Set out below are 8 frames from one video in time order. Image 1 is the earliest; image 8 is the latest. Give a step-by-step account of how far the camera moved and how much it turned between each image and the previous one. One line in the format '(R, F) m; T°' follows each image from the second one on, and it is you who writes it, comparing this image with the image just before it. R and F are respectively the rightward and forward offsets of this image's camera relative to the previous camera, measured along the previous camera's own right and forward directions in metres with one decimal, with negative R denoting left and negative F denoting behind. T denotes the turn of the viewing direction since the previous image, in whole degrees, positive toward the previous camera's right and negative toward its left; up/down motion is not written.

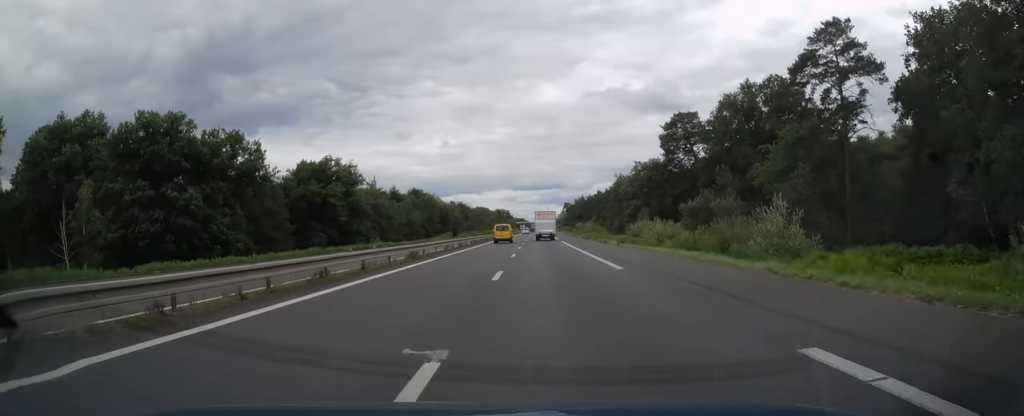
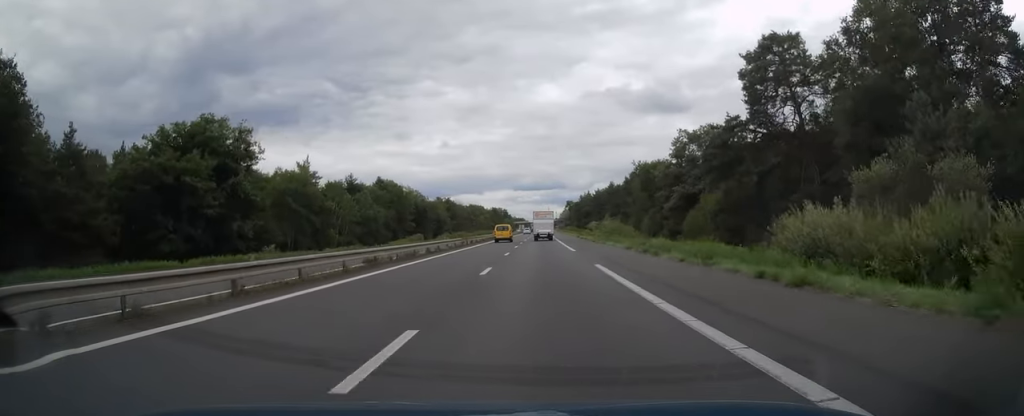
(0.0, +37.1) m; 0°
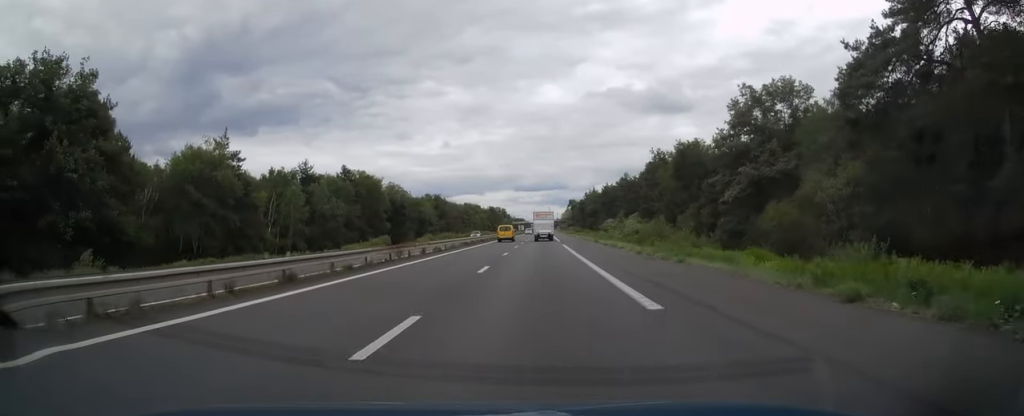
(0.0, +24.9) m; 0°
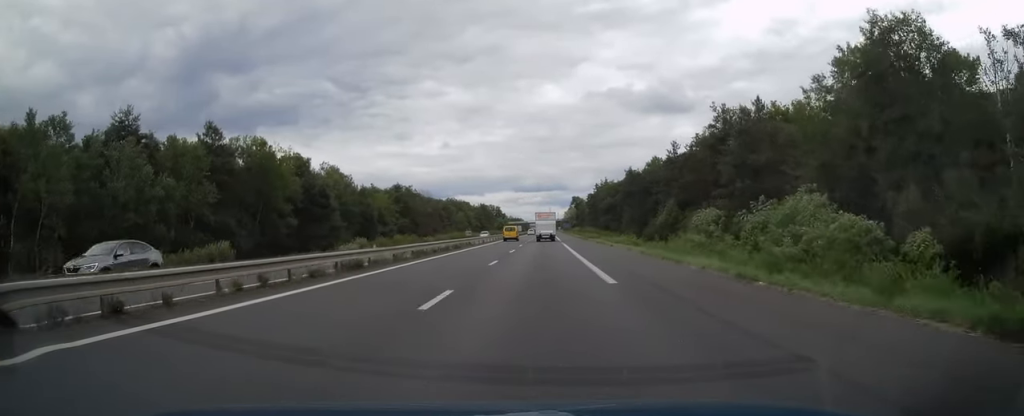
(0.0, +47.7) m; 0°
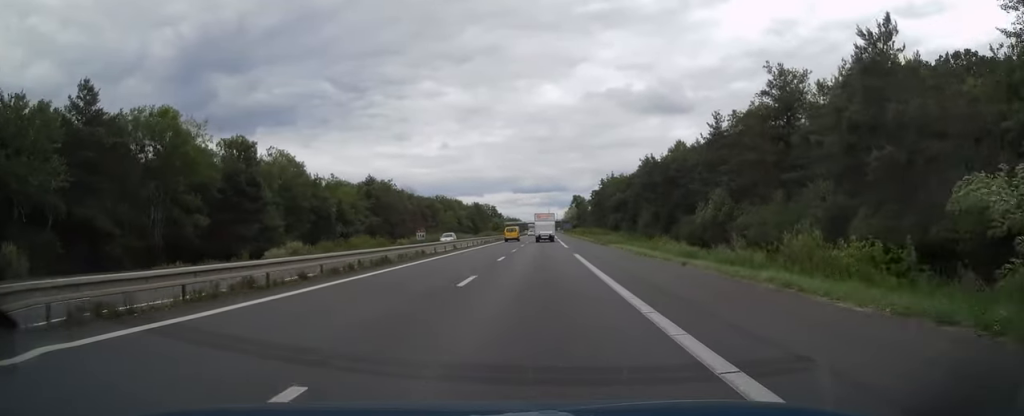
(0.0, +21.4) m; 0°
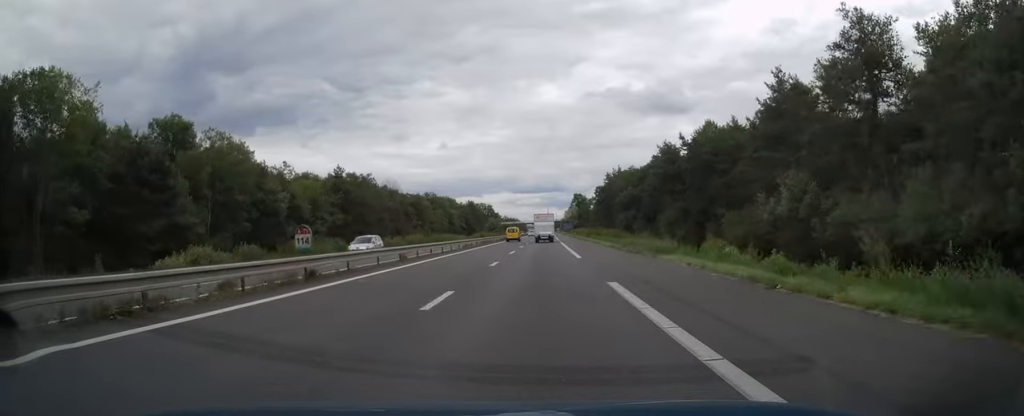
(0.0, +17.4) m; 0°
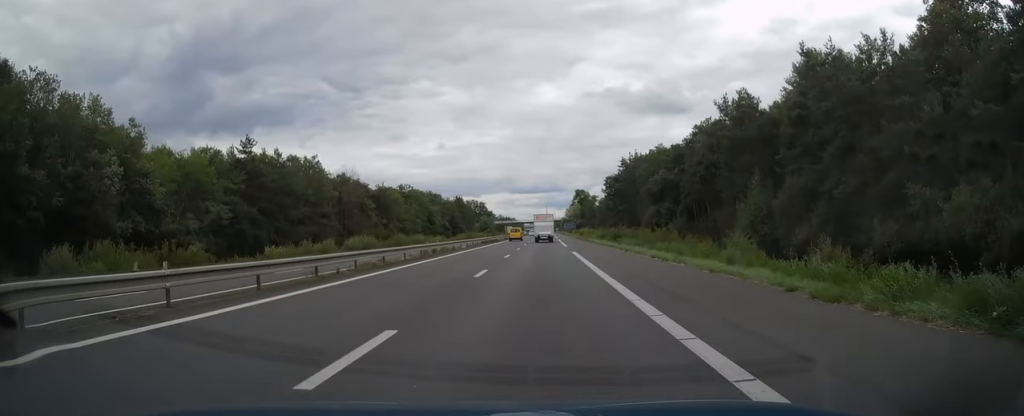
(0.0, +31.3) m; 0°
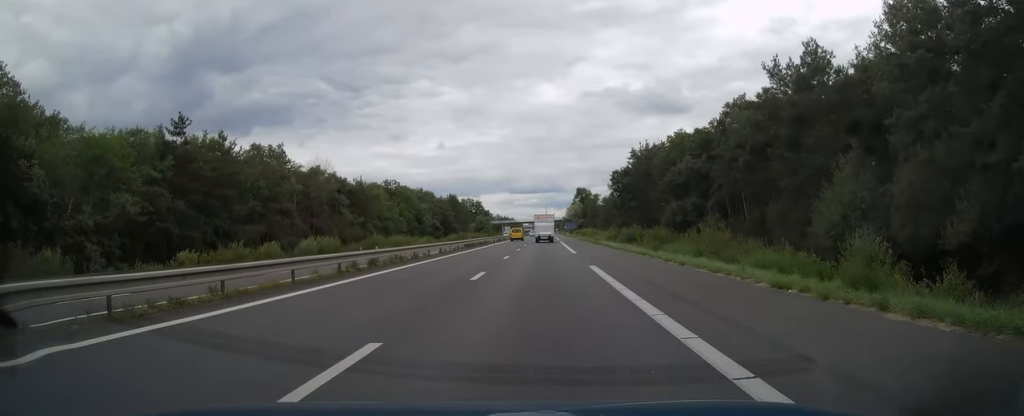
(0.0, +13.9) m; 0°
